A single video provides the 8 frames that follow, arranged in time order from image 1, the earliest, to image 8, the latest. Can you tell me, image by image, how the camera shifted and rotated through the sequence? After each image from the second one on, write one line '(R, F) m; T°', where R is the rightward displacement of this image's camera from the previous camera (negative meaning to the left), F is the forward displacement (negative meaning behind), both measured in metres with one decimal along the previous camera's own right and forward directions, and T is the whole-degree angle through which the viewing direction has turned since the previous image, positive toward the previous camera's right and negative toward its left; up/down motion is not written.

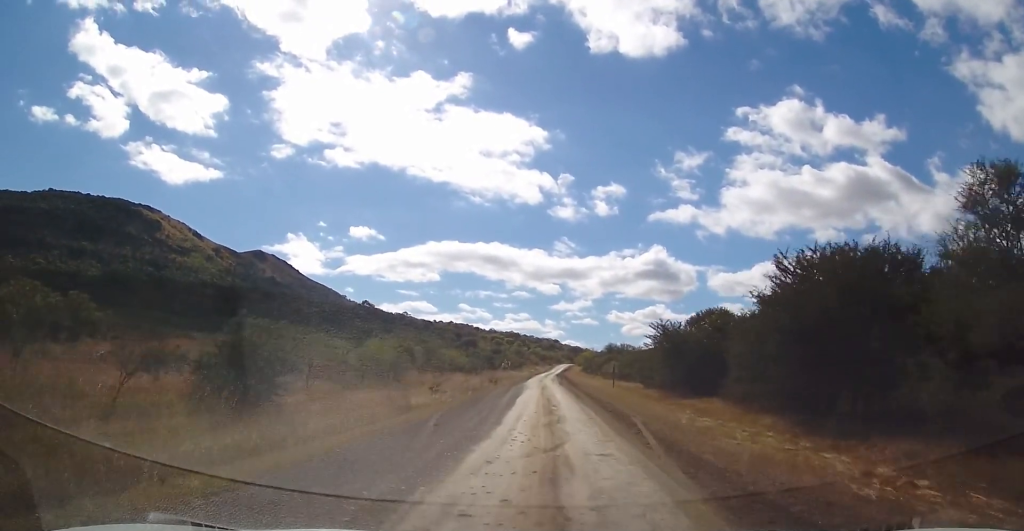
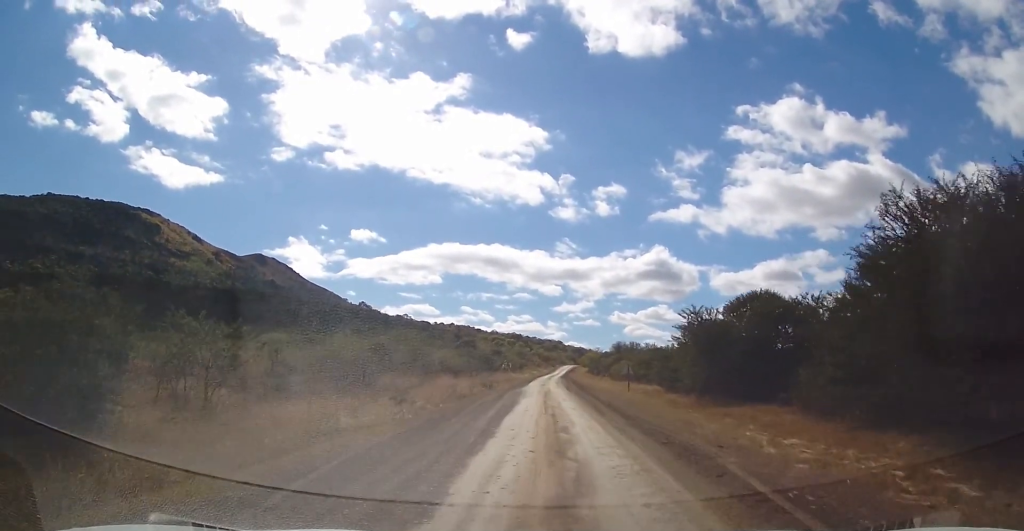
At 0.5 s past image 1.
(+0.2, +9.1) m; 0°
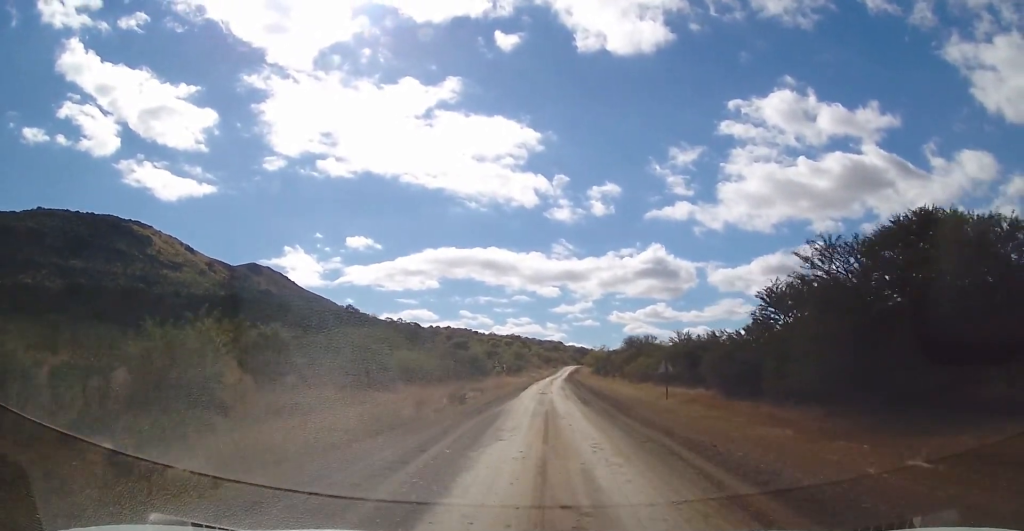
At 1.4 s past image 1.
(-0.1, +17.6) m; -1°
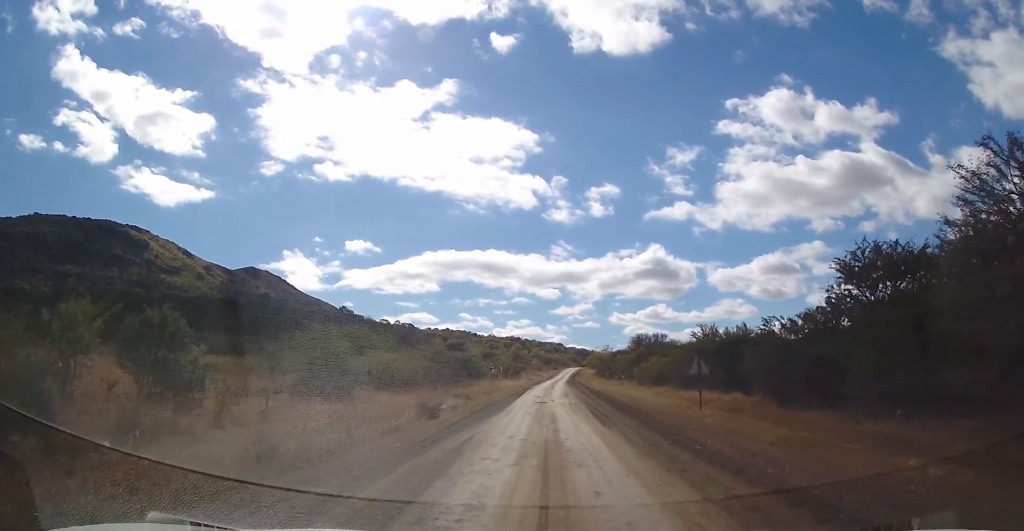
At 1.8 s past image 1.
(-0.1, +8.5) m; -1°
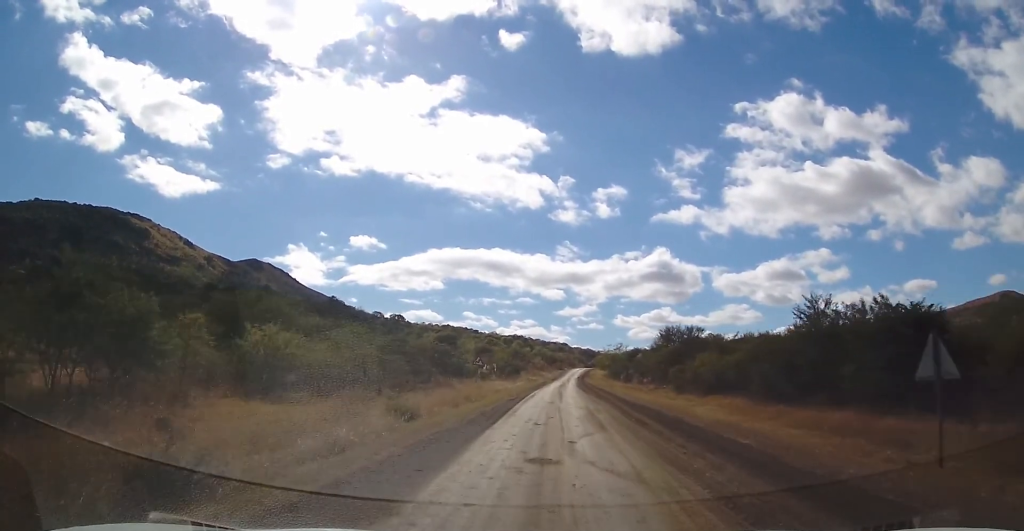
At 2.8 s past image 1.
(0.0, +19.0) m; 0°
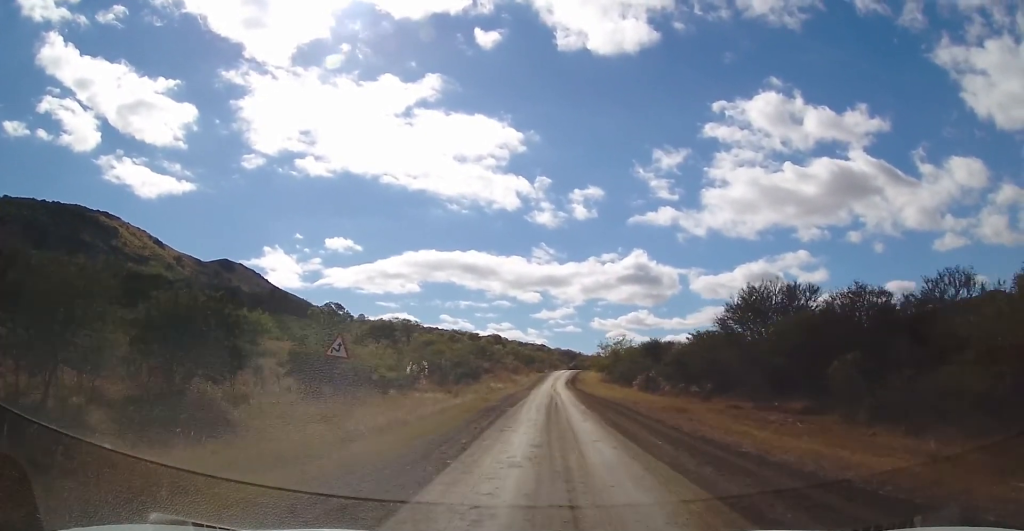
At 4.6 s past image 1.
(+0.7, +35.3) m; +2°
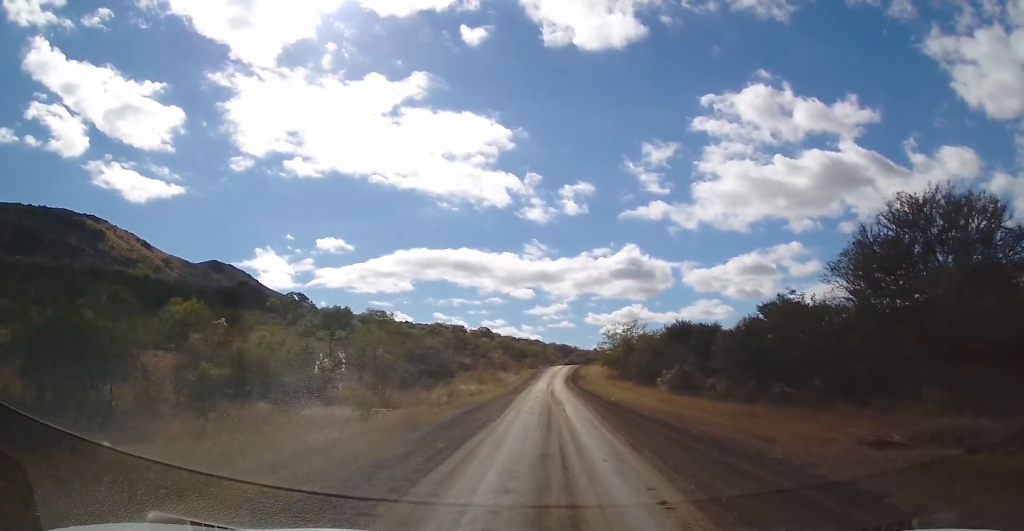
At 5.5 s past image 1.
(+0.1, +17.8) m; 0°
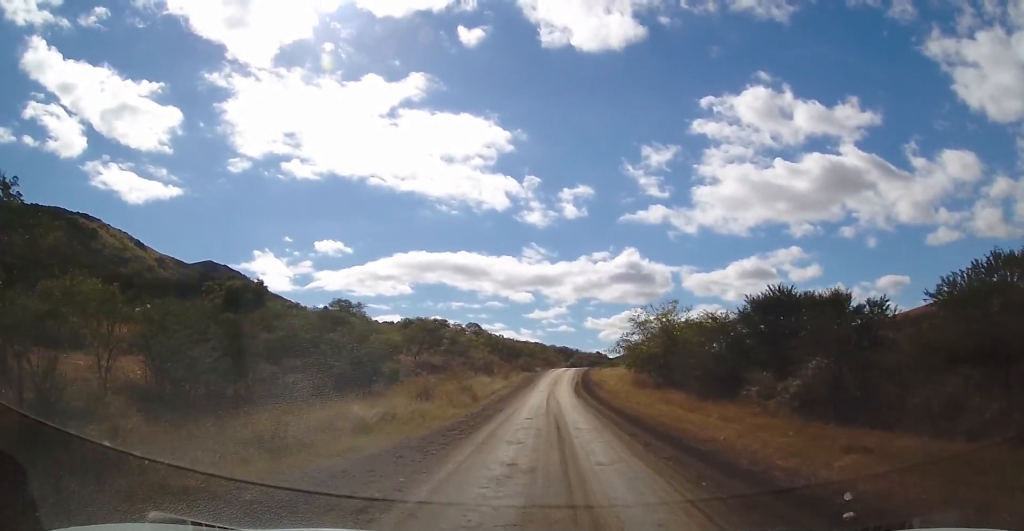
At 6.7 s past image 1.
(0.0, +23.8) m; 0°
